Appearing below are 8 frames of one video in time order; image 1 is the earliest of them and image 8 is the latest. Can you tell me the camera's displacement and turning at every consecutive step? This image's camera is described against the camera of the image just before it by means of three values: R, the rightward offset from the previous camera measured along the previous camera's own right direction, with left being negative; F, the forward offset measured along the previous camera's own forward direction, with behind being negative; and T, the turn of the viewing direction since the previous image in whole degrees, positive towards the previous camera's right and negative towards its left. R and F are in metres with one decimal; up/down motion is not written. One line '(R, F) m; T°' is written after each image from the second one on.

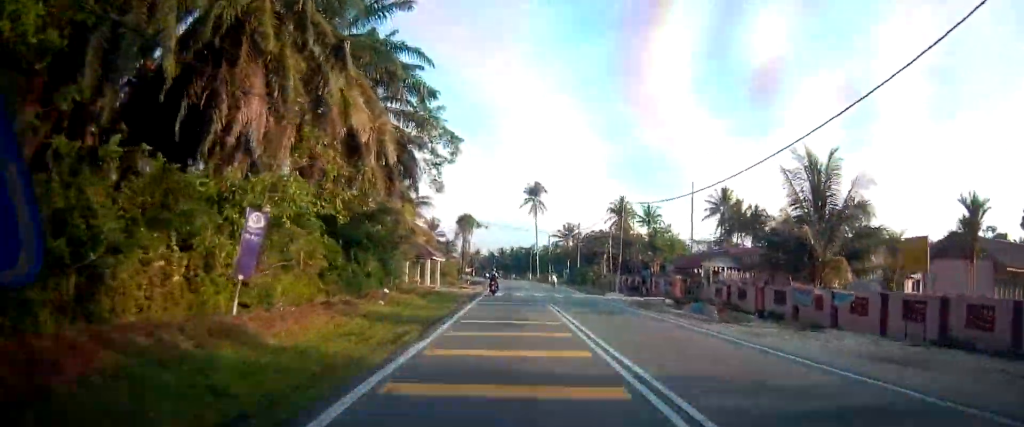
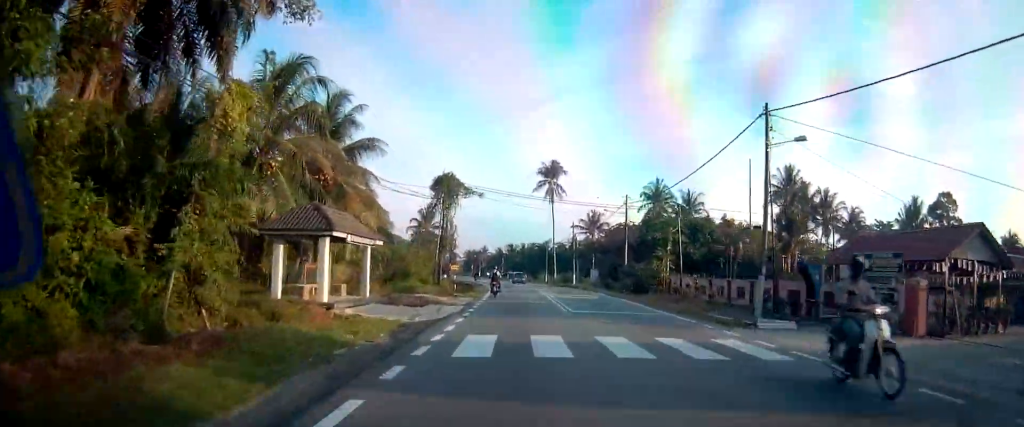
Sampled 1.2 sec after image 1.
(-0.5, +24.8) m; -2°
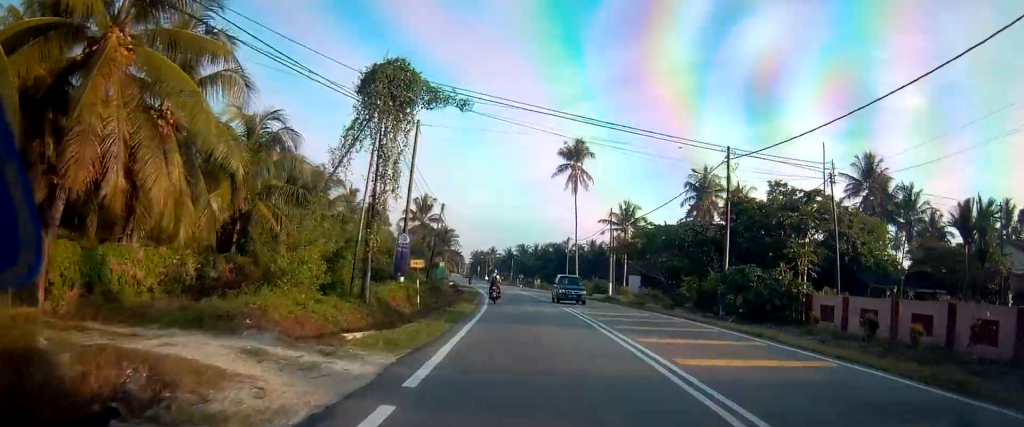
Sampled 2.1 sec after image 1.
(-0.2, +20.3) m; -1°
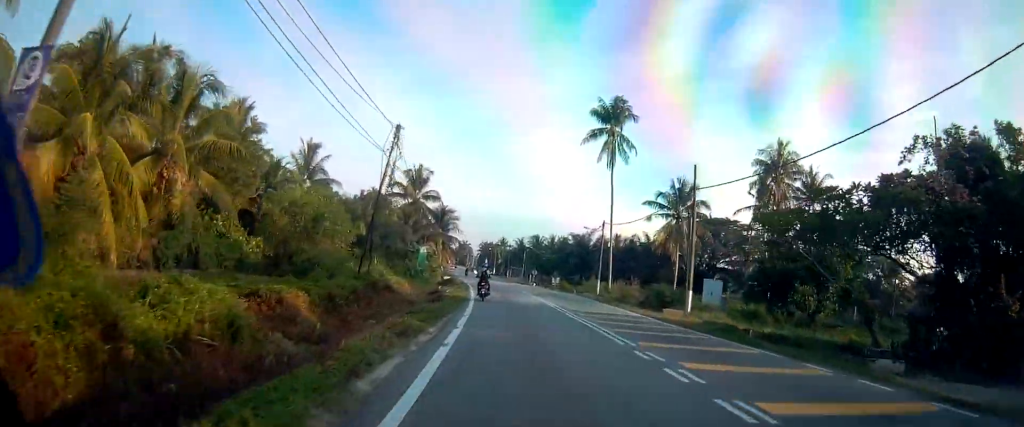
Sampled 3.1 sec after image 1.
(0.0, +20.8) m; 0°
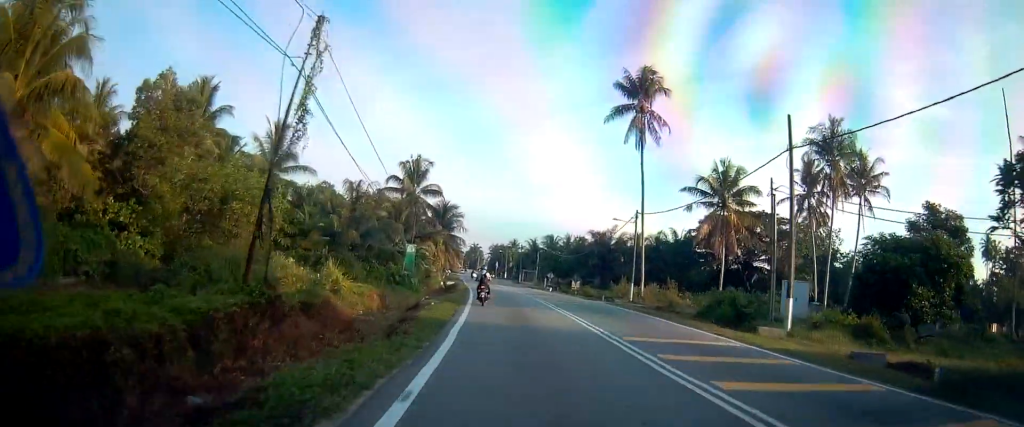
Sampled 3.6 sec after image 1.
(0.0, +10.0) m; 0°
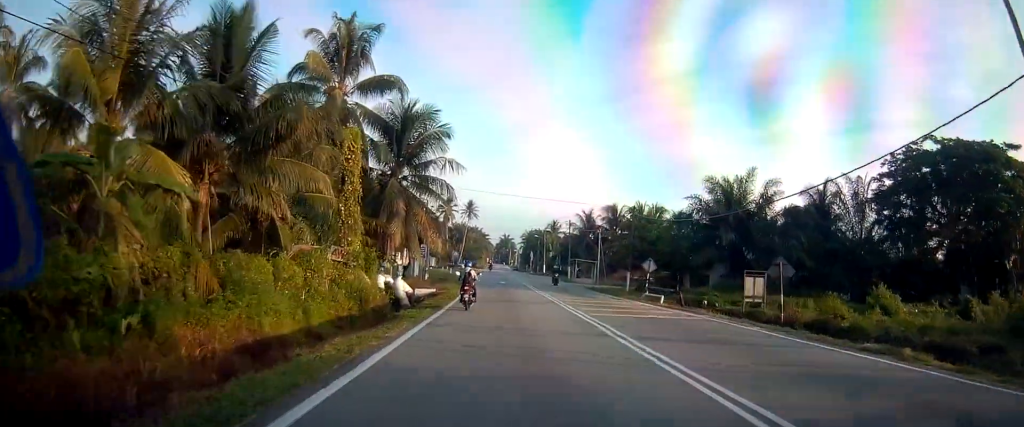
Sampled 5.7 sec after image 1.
(-1.0, +42.3) m; -4°
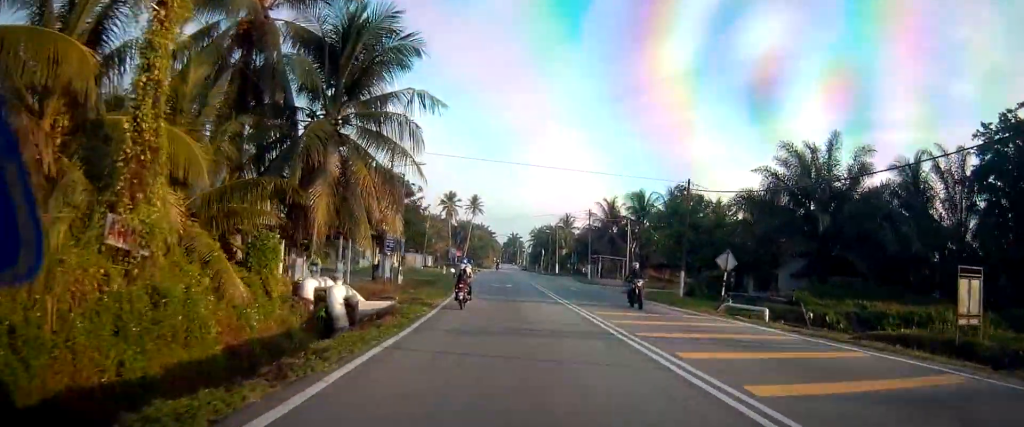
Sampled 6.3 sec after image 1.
(-0.3, +12.7) m; -2°
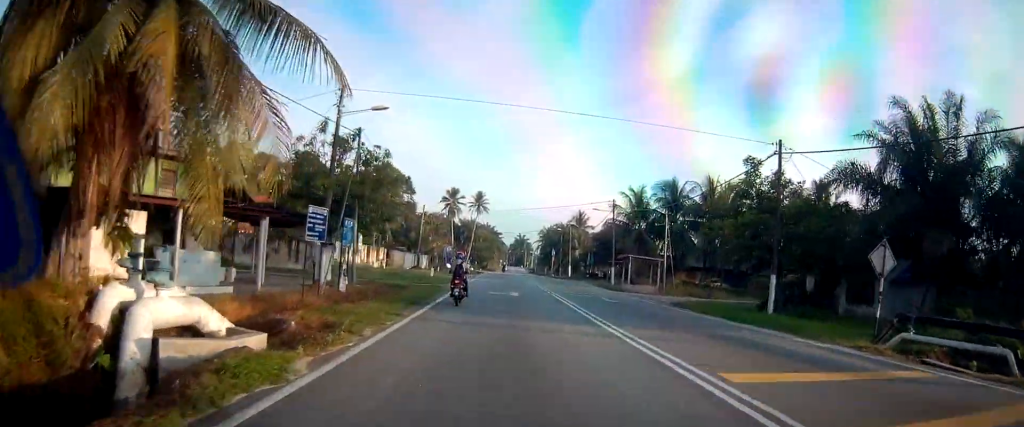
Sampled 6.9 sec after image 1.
(-0.1, +11.1) m; 0°
